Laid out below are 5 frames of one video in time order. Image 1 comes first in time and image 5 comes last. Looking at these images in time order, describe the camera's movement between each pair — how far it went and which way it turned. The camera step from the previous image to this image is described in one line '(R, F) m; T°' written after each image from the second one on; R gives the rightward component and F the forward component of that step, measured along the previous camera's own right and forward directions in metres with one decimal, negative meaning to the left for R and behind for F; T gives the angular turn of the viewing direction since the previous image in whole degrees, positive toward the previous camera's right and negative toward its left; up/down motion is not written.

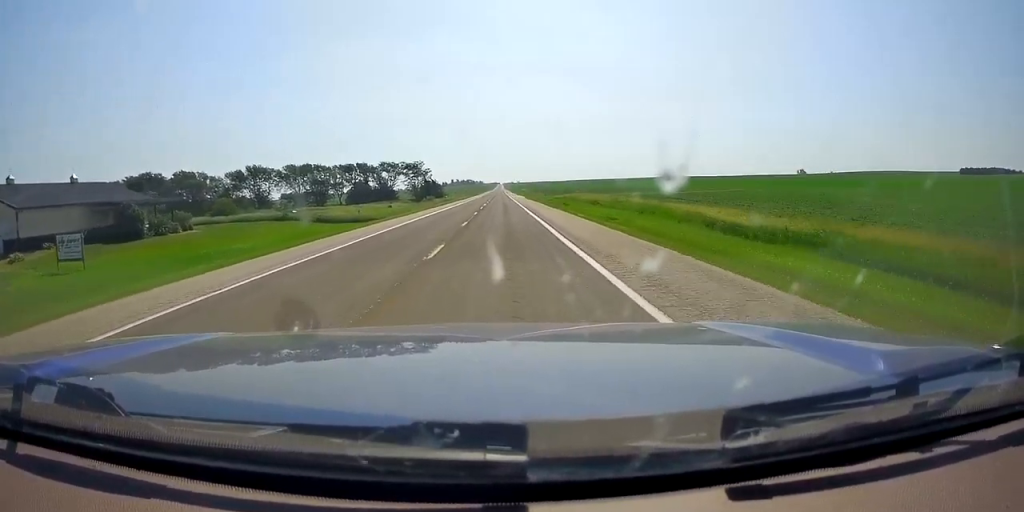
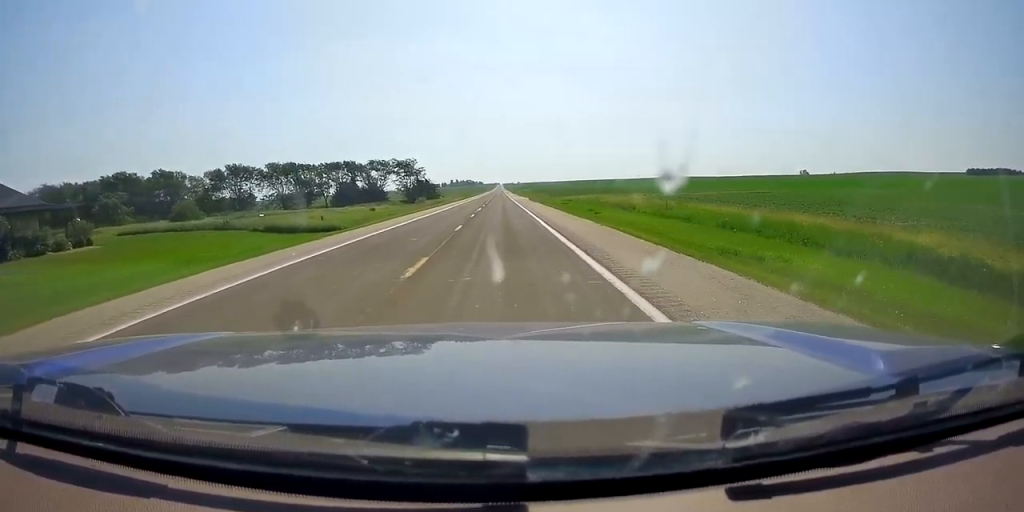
(0.0, +15.4) m; 0°
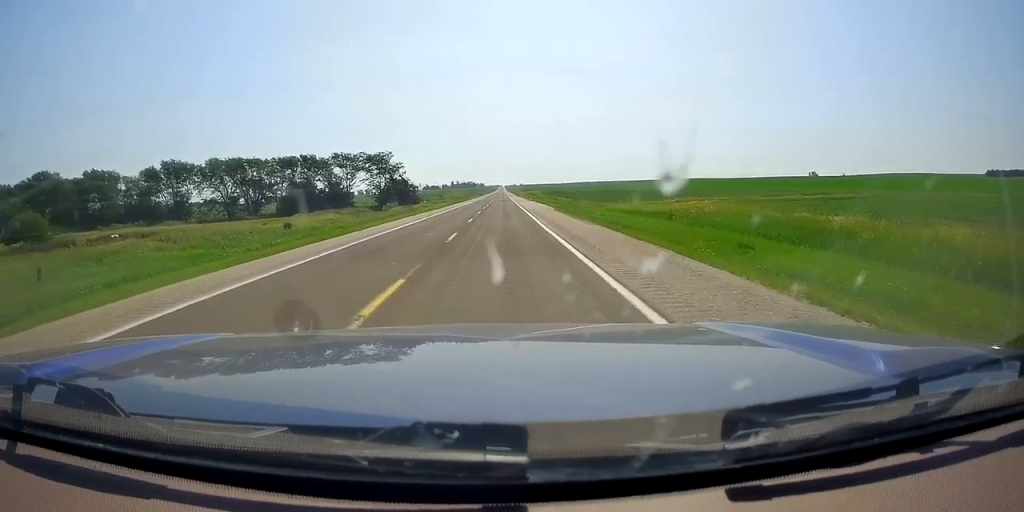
(0.0, +39.7) m; 0°
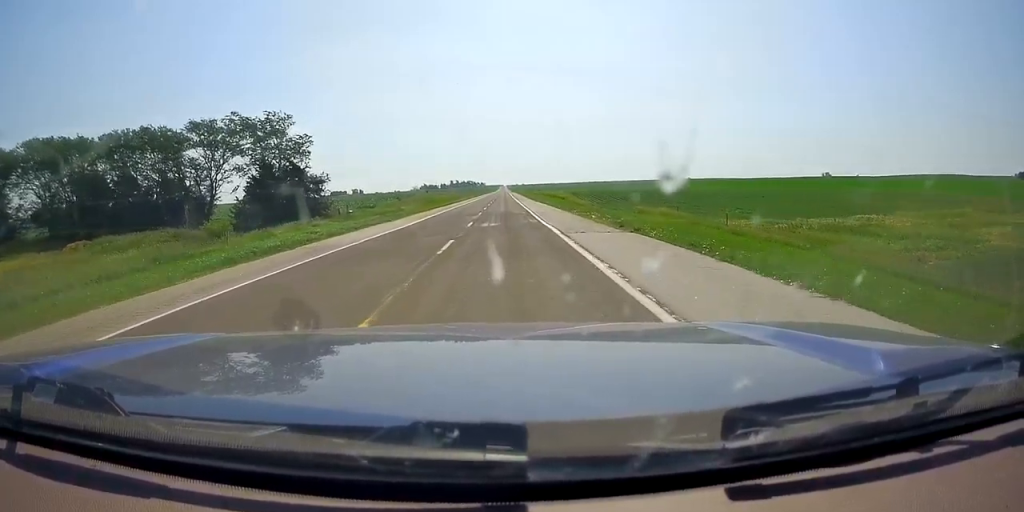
(0.0, +64.7) m; 0°
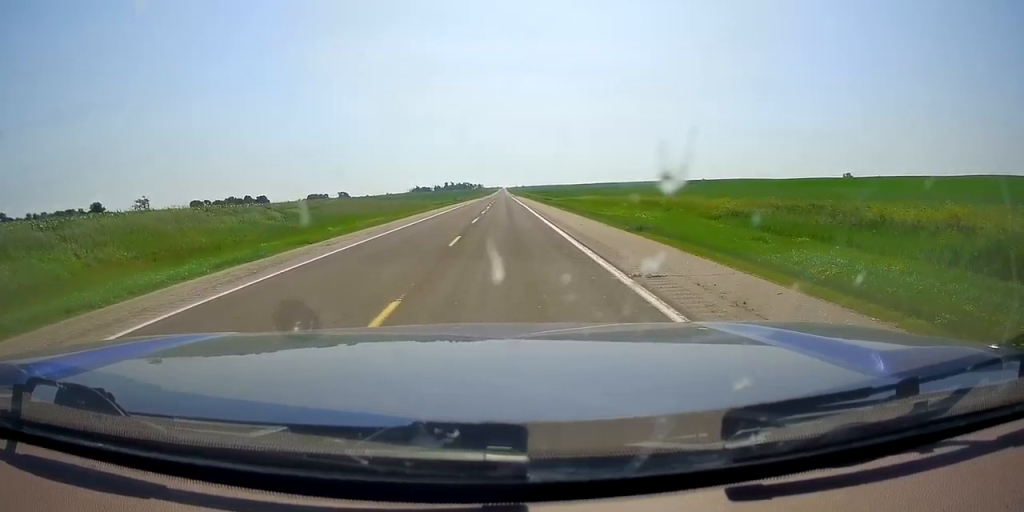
(0.0, +107.8) m; 0°
